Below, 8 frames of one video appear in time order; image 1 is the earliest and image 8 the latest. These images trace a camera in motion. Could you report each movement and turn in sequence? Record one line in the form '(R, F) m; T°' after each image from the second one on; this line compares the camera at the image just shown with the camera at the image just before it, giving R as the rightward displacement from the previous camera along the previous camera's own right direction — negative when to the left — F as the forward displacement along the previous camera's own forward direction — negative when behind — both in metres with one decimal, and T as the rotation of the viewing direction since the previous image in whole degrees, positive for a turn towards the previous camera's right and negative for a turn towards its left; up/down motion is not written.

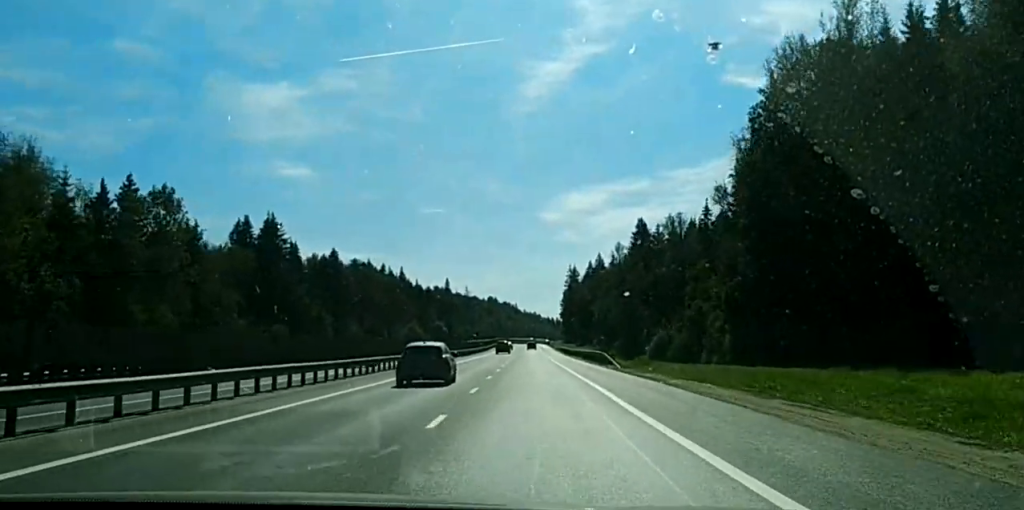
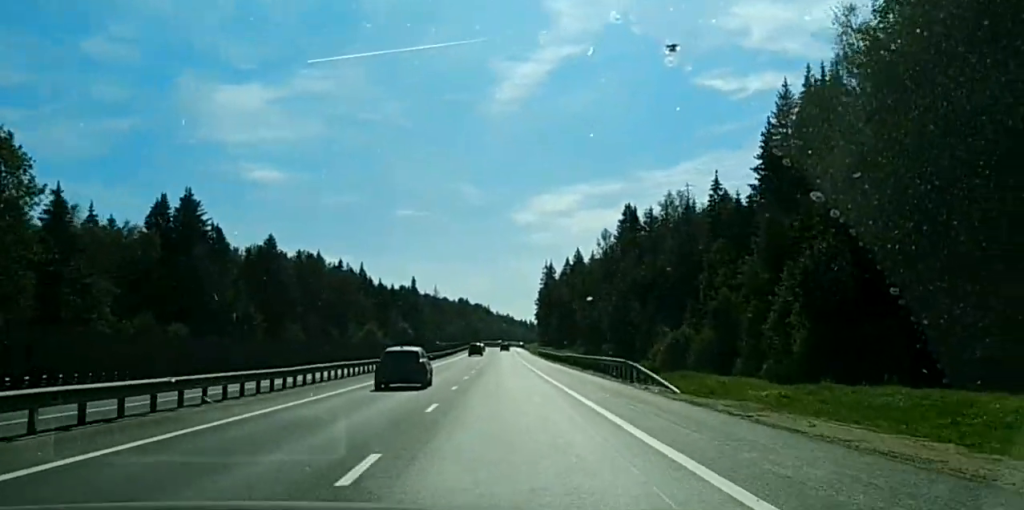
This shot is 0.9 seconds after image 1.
(0.0, +28.8) m; 0°
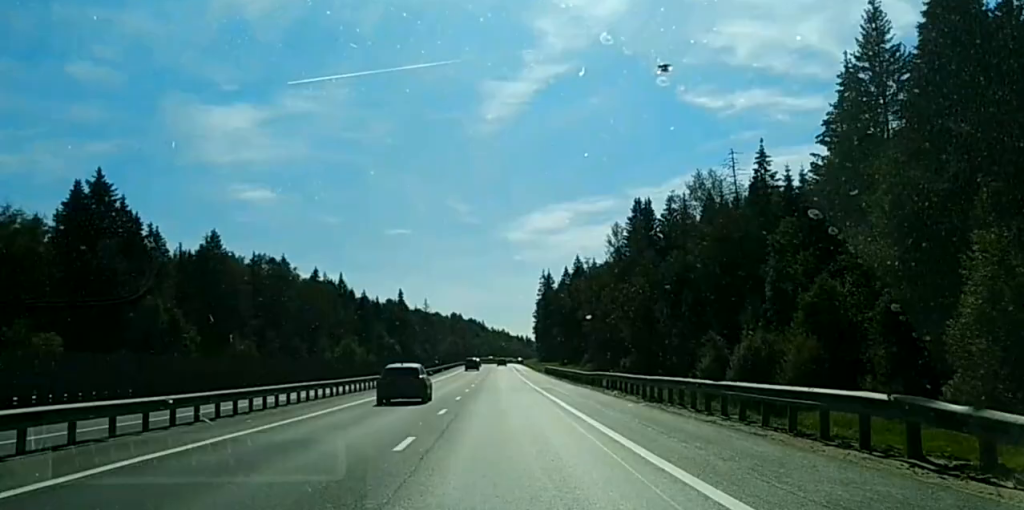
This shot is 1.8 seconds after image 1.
(-0.2, +29.0) m; -1°
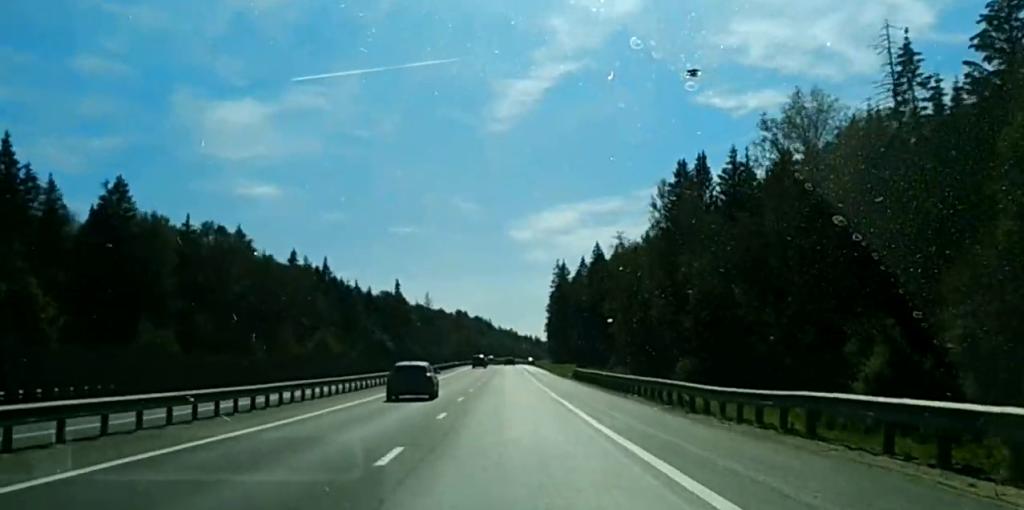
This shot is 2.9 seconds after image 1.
(-0.4, +38.4) m; -1°
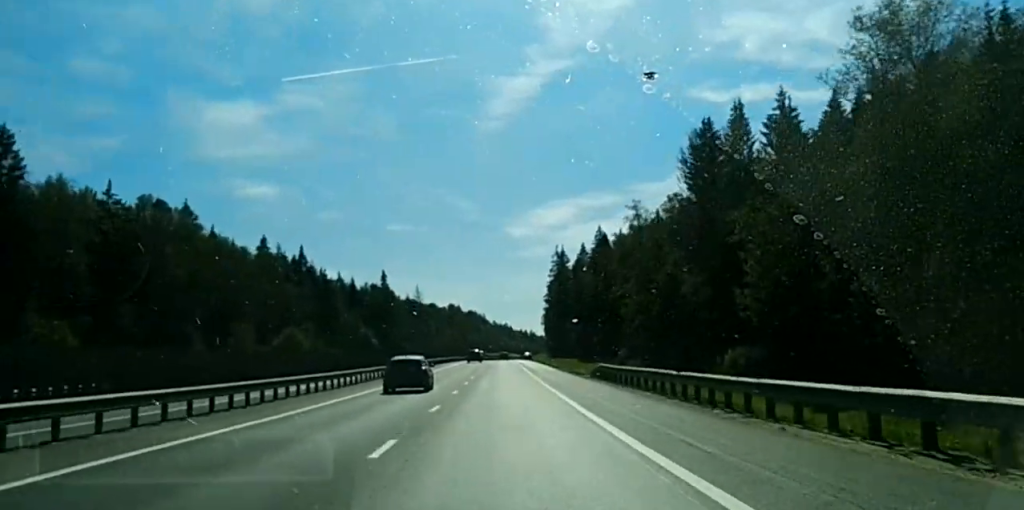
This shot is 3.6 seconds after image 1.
(-0.5, +23.8) m; 0°
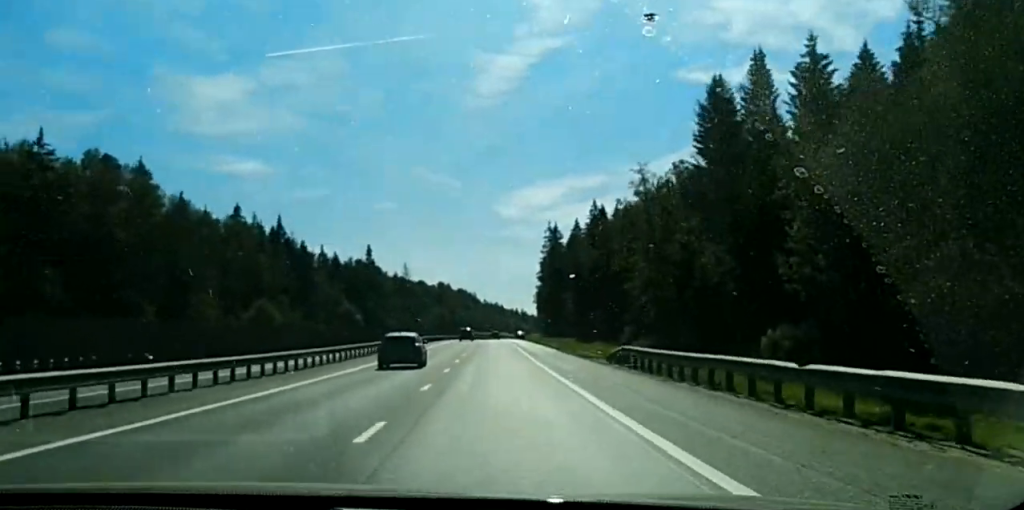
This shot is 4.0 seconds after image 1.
(+0.3, +13.1) m; 0°
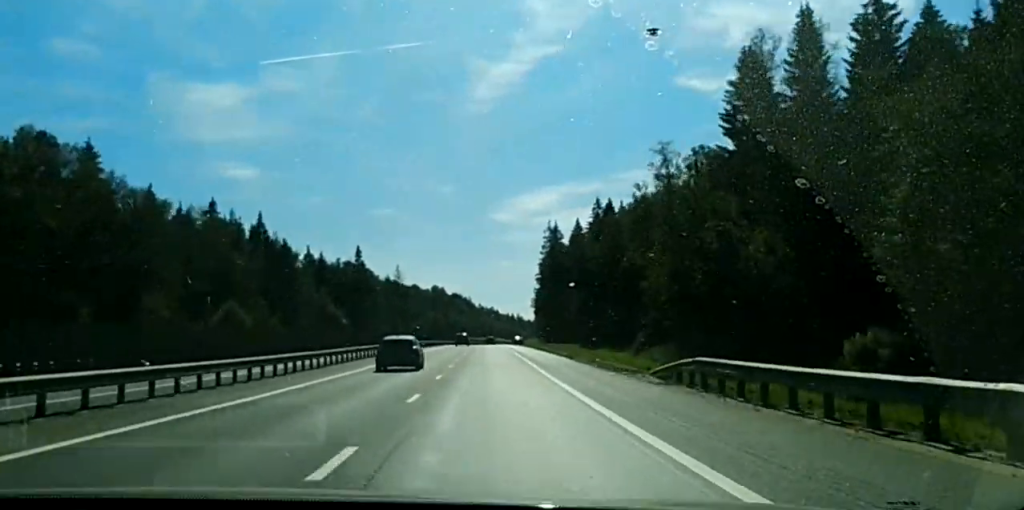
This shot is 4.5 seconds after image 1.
(+0.2, +14.5) m; 0°
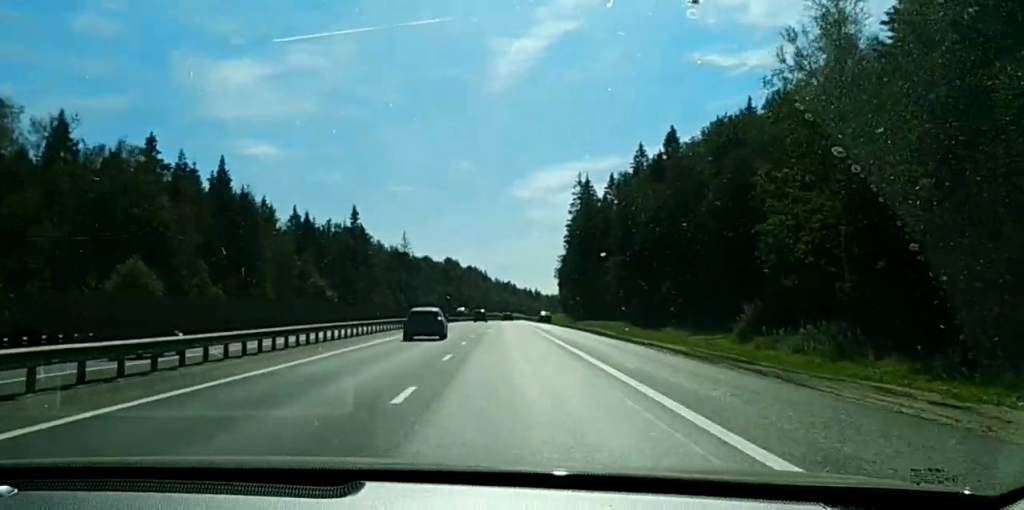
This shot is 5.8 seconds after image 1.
(-0.2, +42.9) m; 0°
